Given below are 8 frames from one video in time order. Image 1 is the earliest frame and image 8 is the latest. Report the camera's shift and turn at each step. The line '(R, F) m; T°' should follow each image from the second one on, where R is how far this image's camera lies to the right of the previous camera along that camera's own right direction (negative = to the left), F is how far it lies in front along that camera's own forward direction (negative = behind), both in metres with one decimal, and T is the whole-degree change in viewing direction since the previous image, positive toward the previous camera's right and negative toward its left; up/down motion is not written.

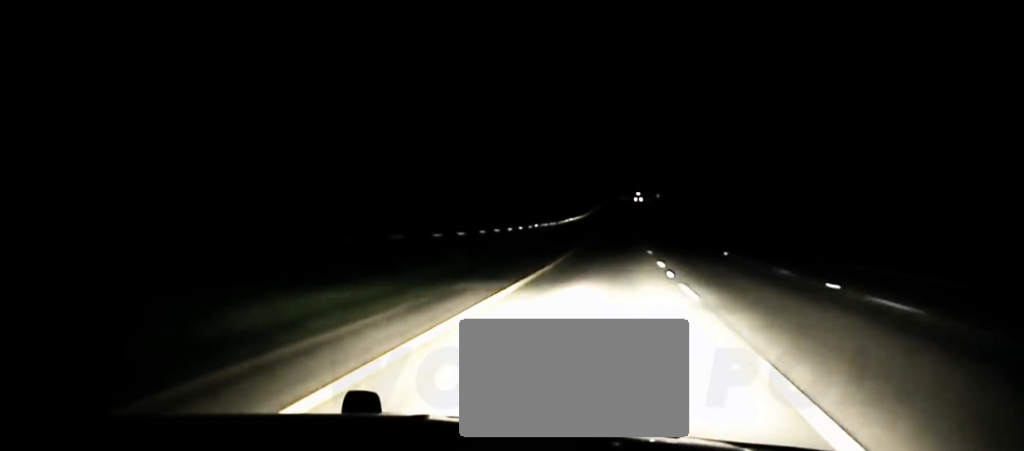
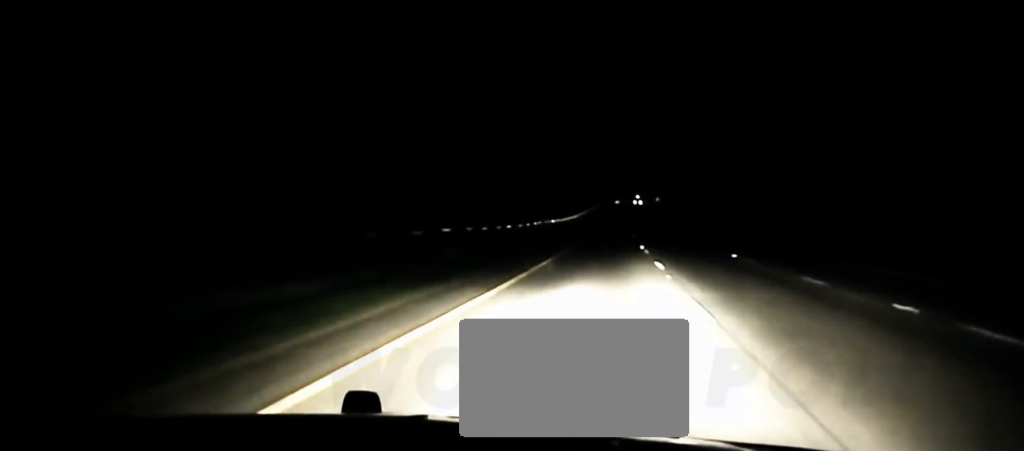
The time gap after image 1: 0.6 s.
(0.0, +26.5) m; 0°
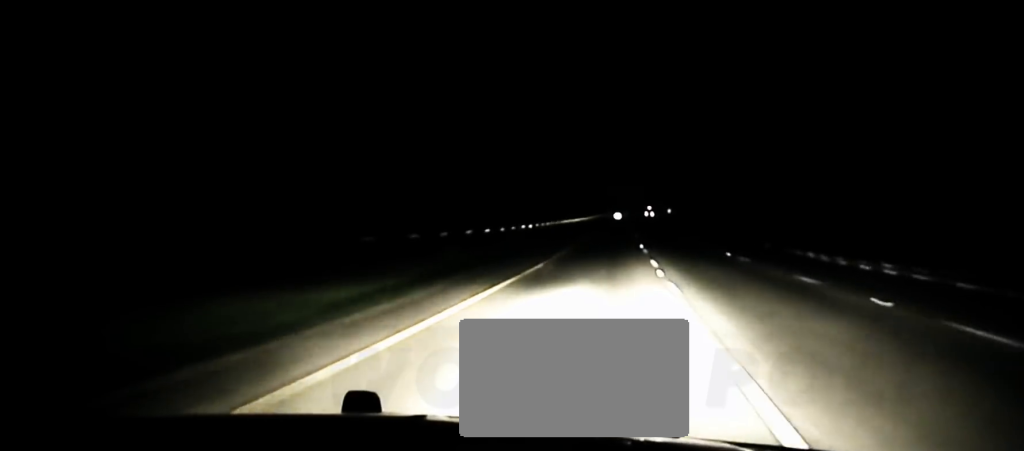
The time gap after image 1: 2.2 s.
(-0.1, +68.2) m; 0°
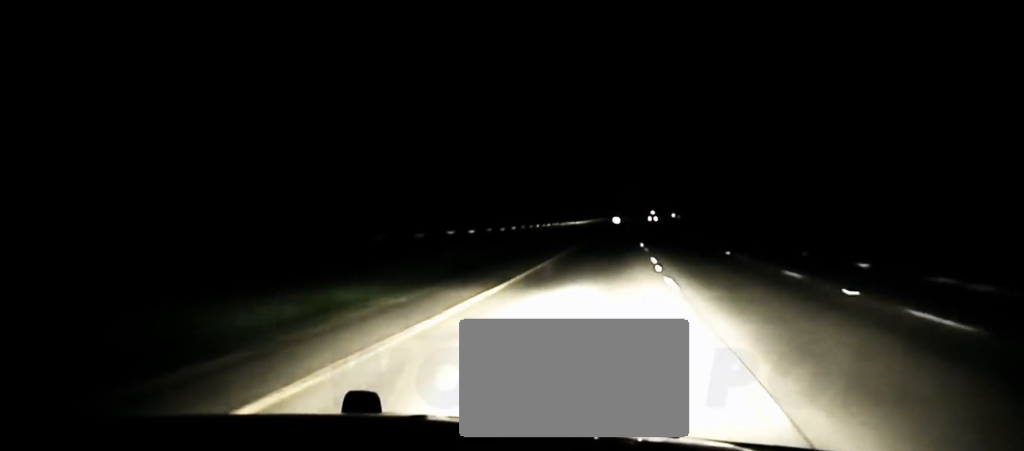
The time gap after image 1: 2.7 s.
(-0.1, +23.0) m; 0°
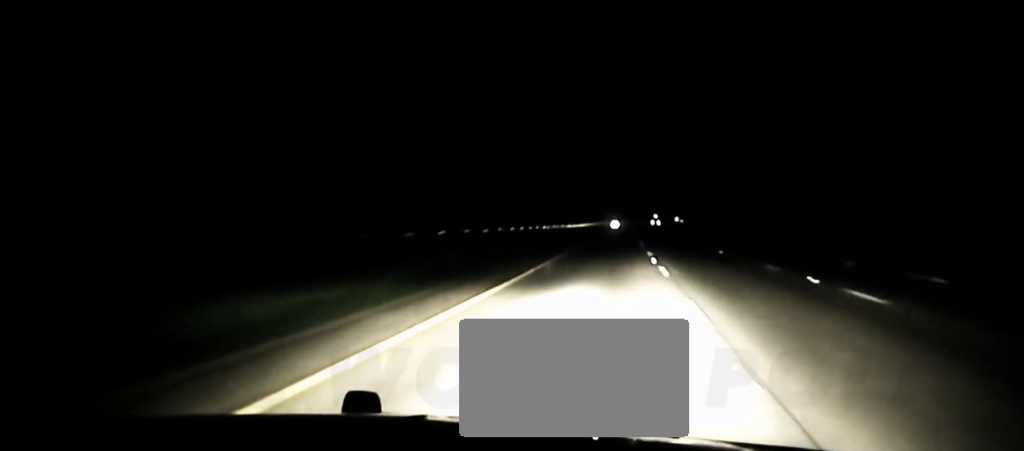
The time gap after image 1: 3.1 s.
(-0.1, +20.0) m; 0°
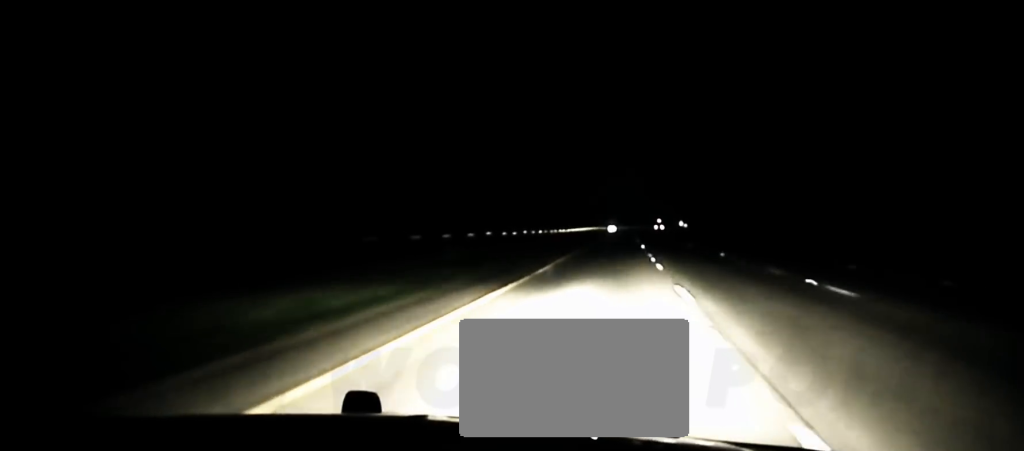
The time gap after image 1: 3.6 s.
(+0.1, +23.9) m; 0°
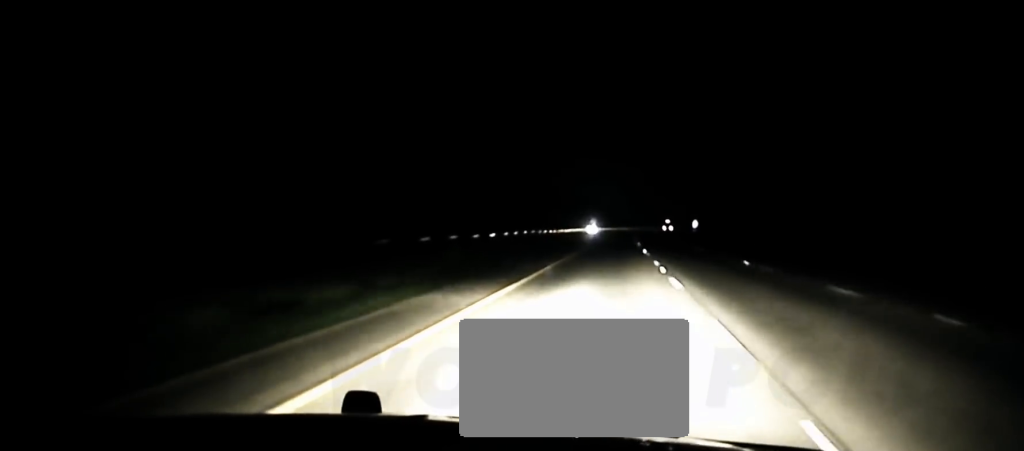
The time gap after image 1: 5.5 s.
(0.0, +92.2) m; 0°
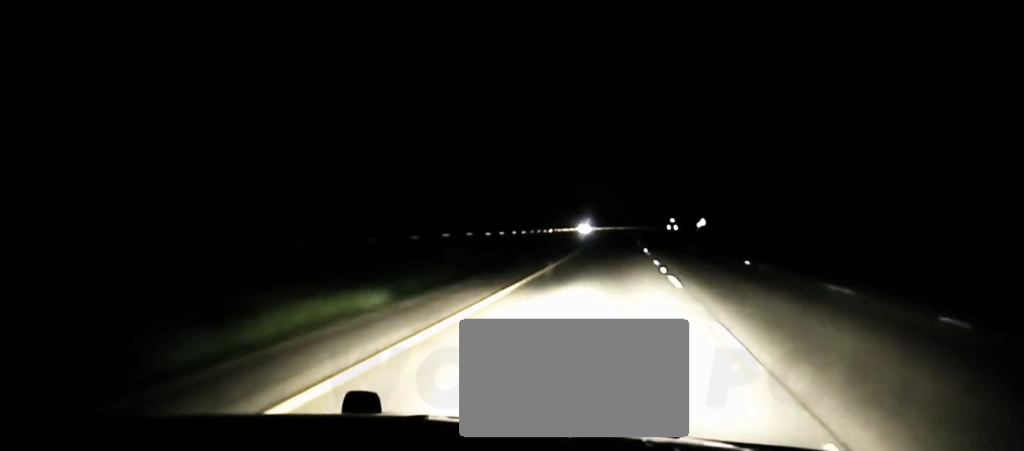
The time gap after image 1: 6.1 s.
(0.0, +25.4) m; 0°
